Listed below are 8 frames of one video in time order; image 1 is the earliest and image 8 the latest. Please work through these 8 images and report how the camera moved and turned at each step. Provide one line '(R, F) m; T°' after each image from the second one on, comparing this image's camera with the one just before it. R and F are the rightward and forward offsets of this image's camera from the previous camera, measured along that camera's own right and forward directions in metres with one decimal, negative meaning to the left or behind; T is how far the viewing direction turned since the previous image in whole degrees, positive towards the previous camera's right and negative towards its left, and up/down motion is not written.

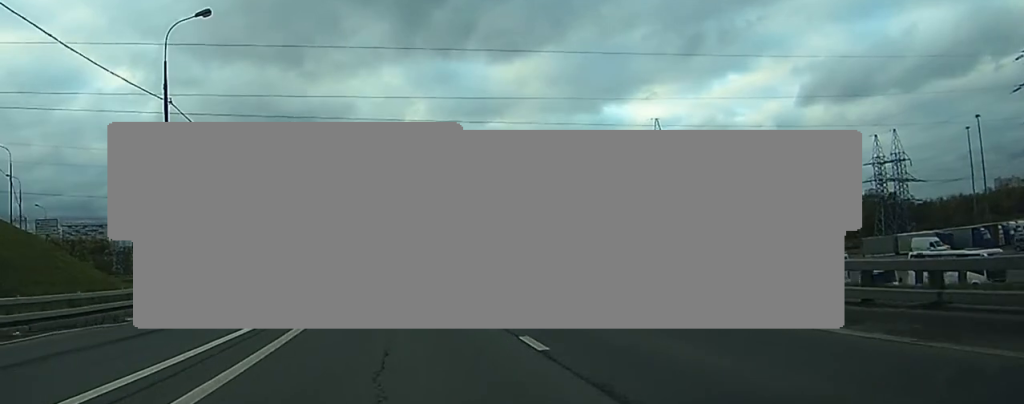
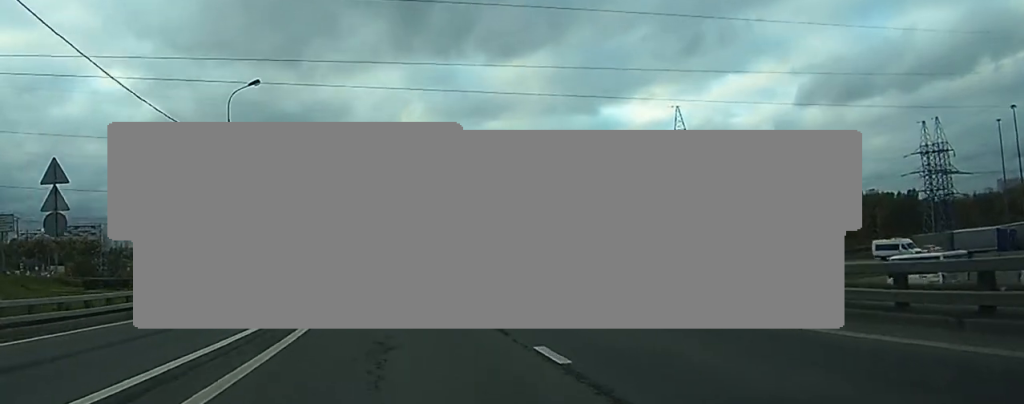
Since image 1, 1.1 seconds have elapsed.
(-0.2, +18.0) m; 0°
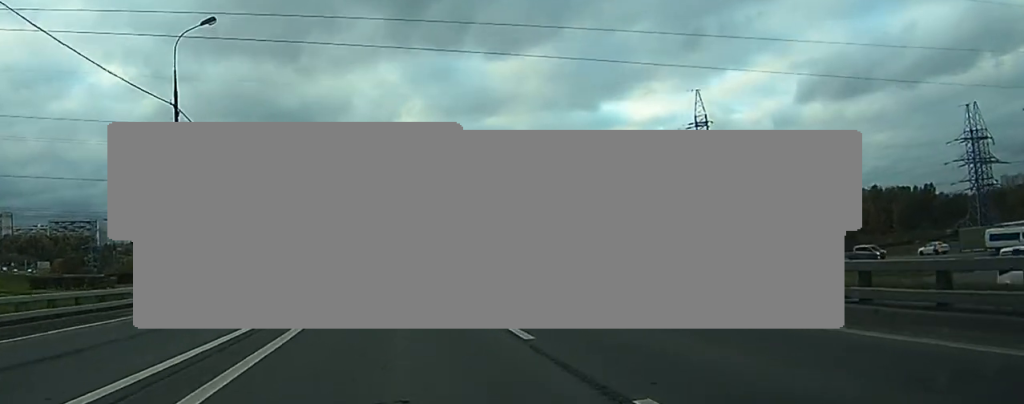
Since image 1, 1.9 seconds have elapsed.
(+0.2, +13.6) m; +1°
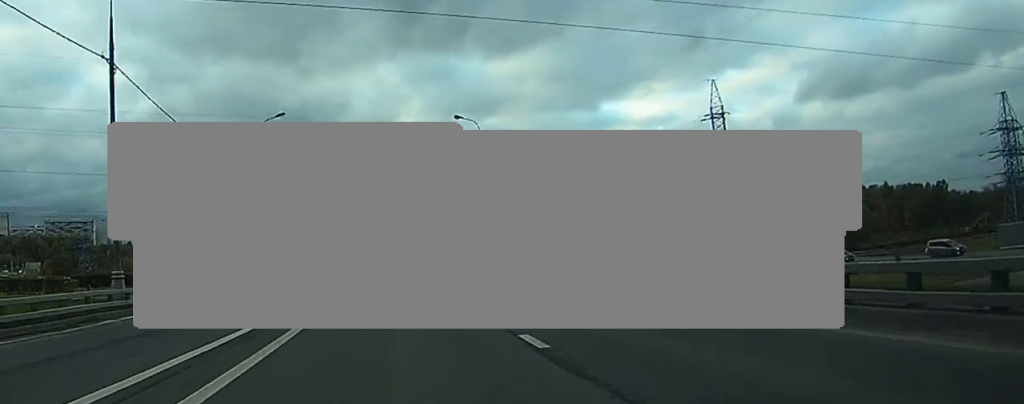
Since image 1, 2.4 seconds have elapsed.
(-0.1, +9.7) m; 0°
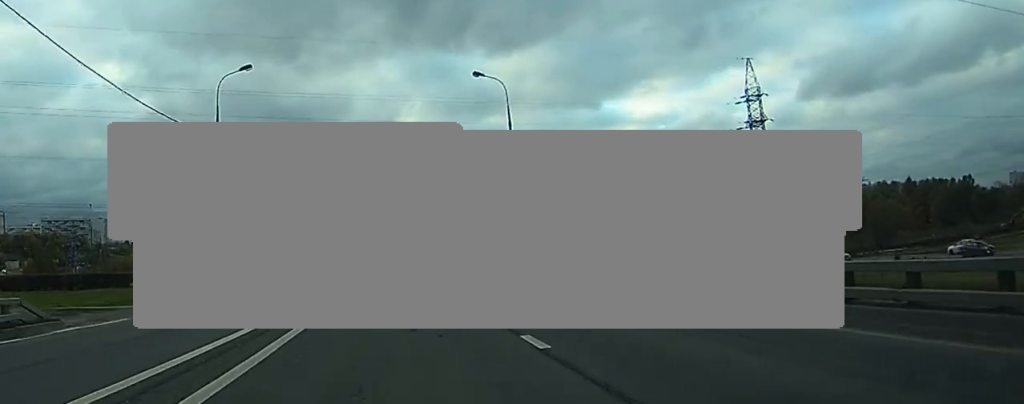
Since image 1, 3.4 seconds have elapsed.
(+0.1, +17.0) m; 0°
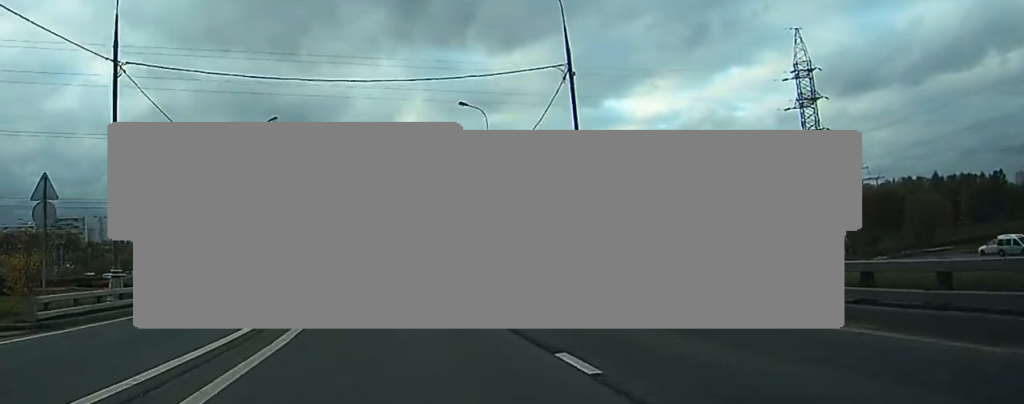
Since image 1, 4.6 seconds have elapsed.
(-0.2, +20.1) m; -1°
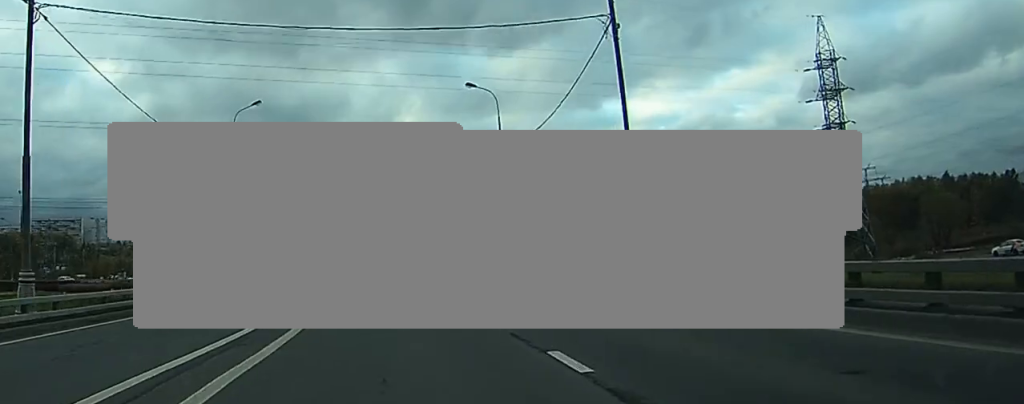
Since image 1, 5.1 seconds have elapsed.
(0.0, +8.2) m; 0°
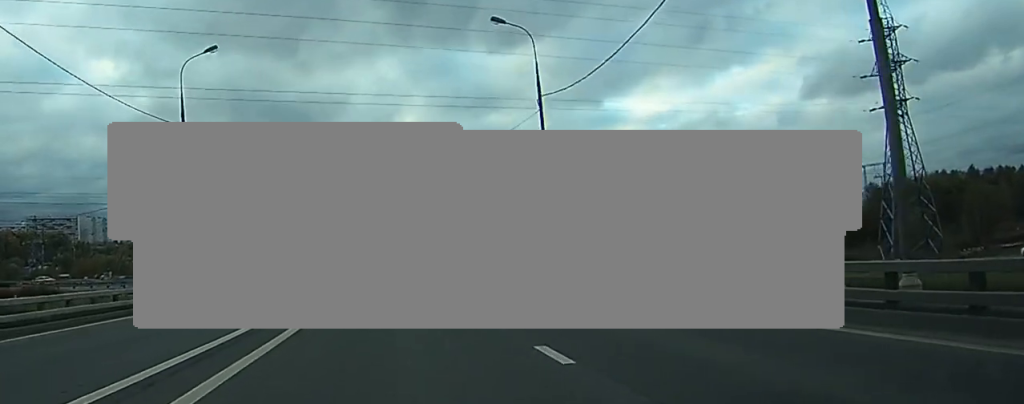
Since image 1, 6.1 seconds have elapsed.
(0.0, +16.3) m; 0°
